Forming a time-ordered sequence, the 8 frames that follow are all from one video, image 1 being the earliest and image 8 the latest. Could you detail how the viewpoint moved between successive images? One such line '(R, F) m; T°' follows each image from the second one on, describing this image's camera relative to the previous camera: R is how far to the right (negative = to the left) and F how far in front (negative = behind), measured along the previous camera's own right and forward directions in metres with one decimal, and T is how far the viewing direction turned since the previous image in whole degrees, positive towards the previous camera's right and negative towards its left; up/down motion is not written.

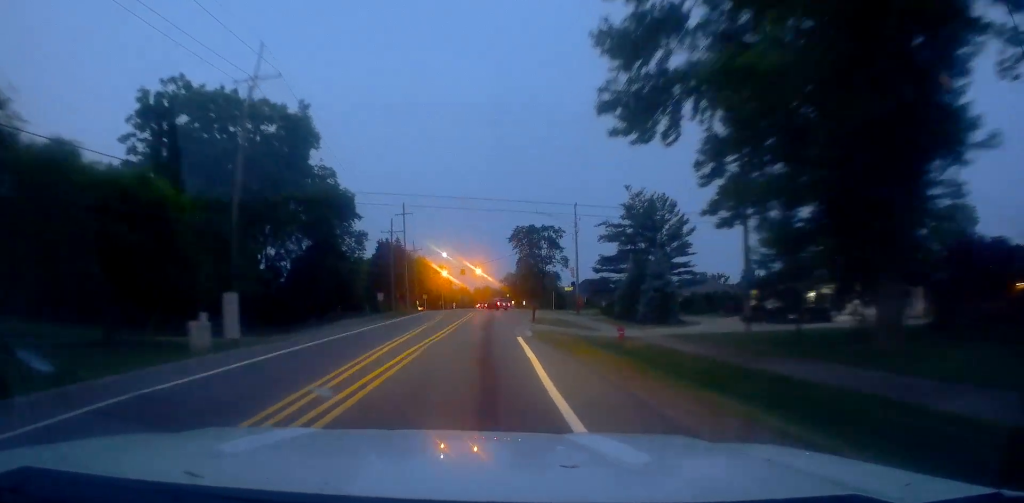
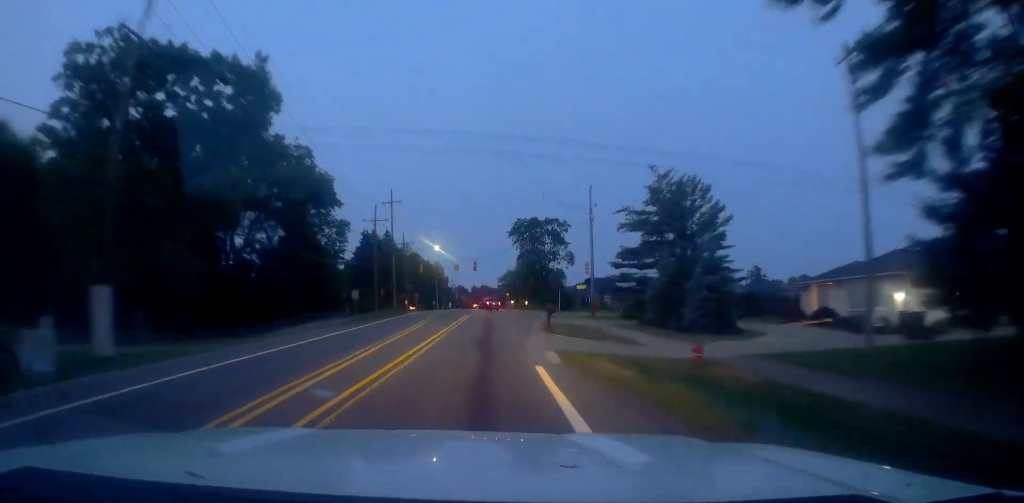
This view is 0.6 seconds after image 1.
(-0.2, +11.2) m; +1°
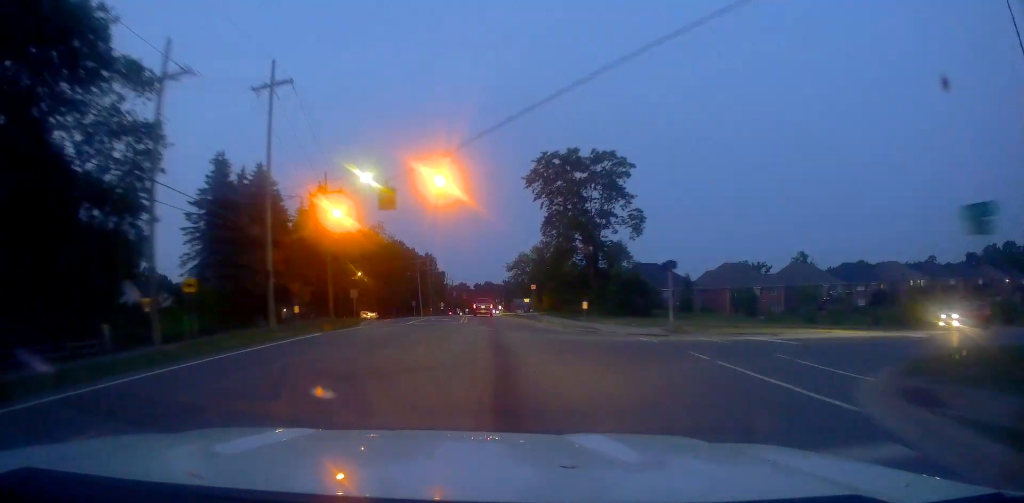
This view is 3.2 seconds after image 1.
(+1.2, +50.6) m; +2°
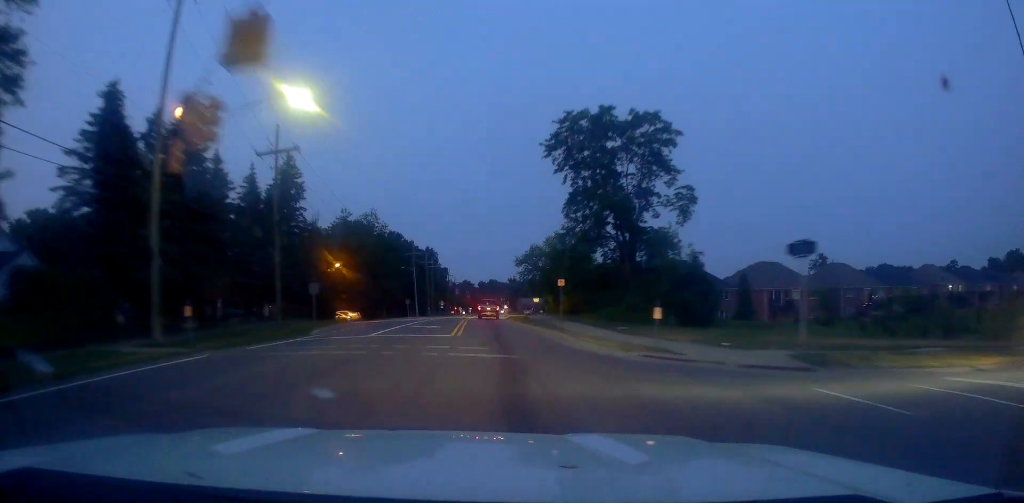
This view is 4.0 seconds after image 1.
(+0.1, +14.7) m; -1°
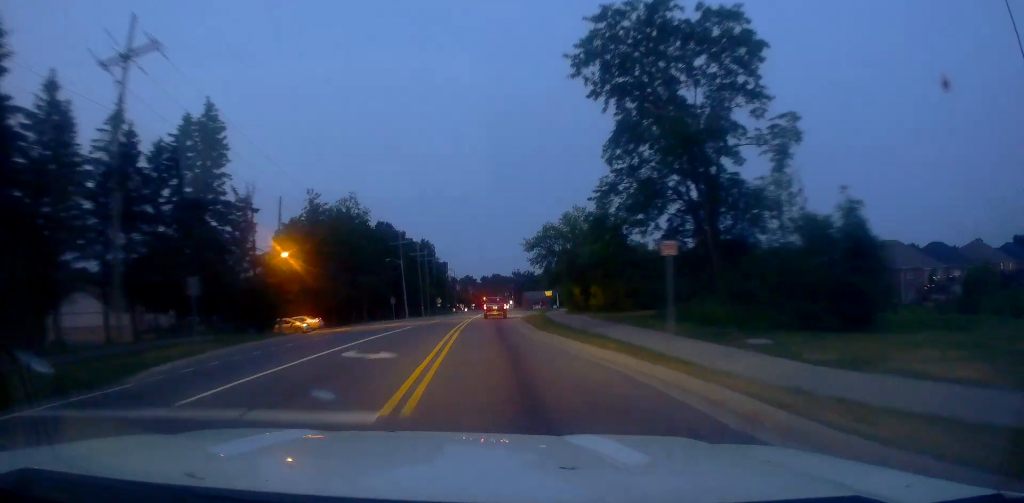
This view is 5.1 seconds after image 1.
(-0.5, +18.5) m; -1°
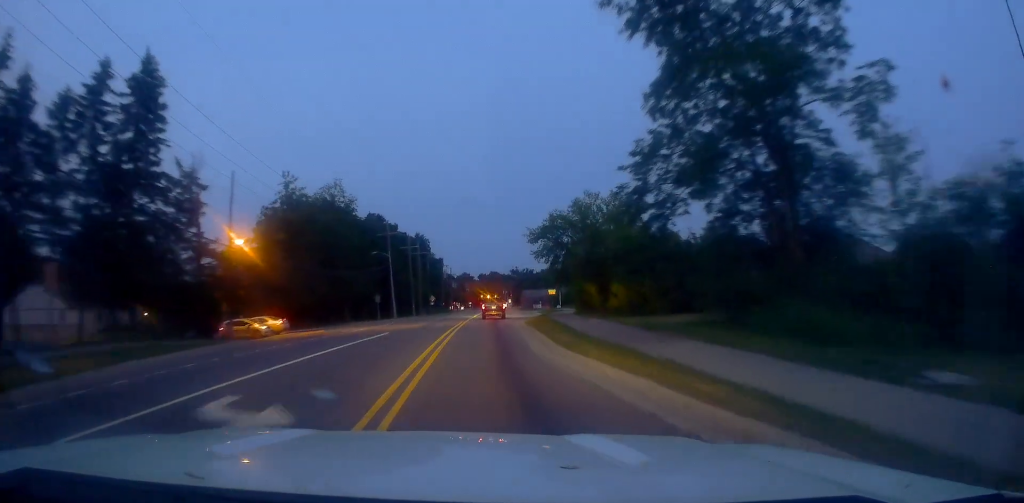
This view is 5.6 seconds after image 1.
(-0.3, +9.4) m; 0°
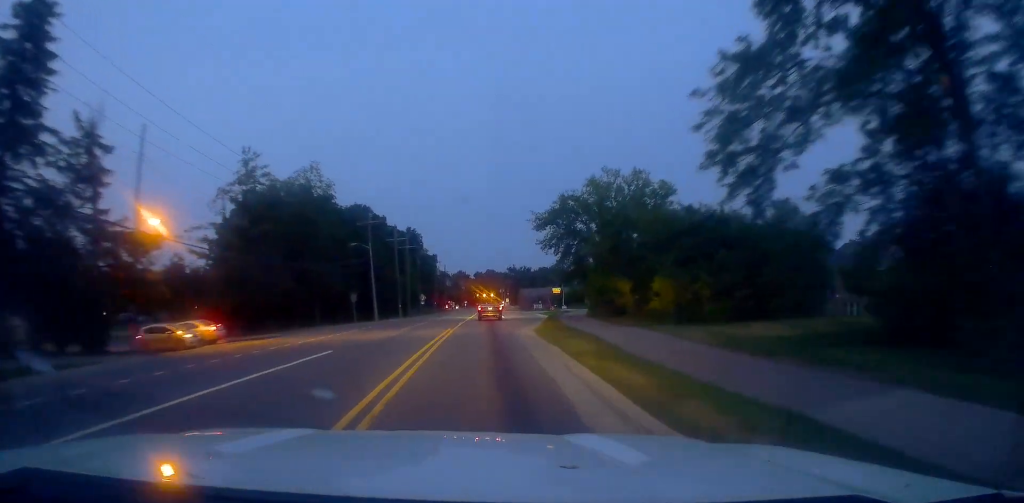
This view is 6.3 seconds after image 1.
(+0.5, +11.5) m; 0°
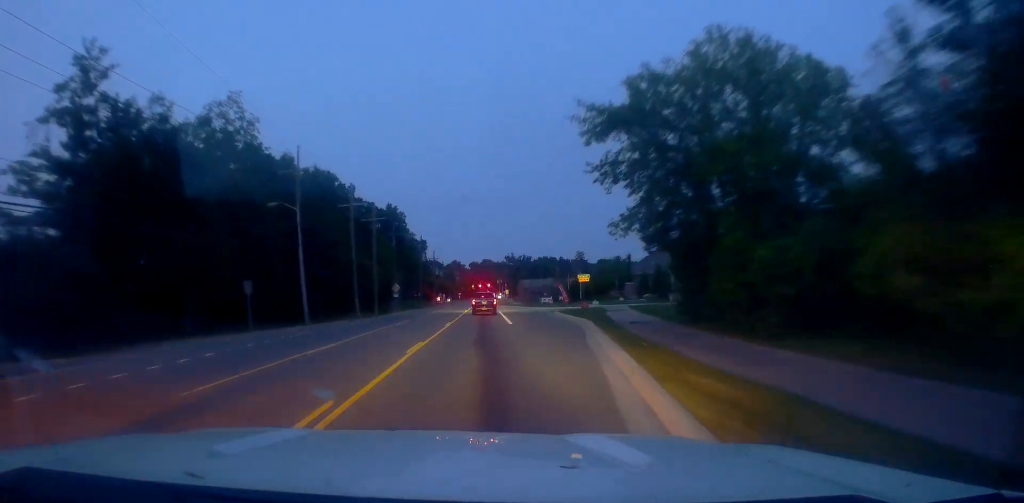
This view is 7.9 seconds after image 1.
(-0.3, +27.4) m; 0°
